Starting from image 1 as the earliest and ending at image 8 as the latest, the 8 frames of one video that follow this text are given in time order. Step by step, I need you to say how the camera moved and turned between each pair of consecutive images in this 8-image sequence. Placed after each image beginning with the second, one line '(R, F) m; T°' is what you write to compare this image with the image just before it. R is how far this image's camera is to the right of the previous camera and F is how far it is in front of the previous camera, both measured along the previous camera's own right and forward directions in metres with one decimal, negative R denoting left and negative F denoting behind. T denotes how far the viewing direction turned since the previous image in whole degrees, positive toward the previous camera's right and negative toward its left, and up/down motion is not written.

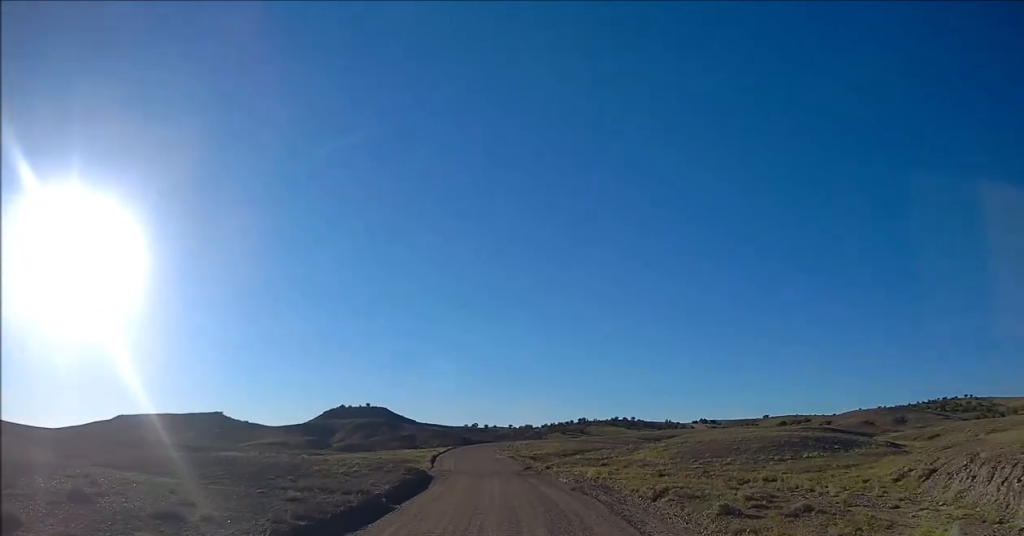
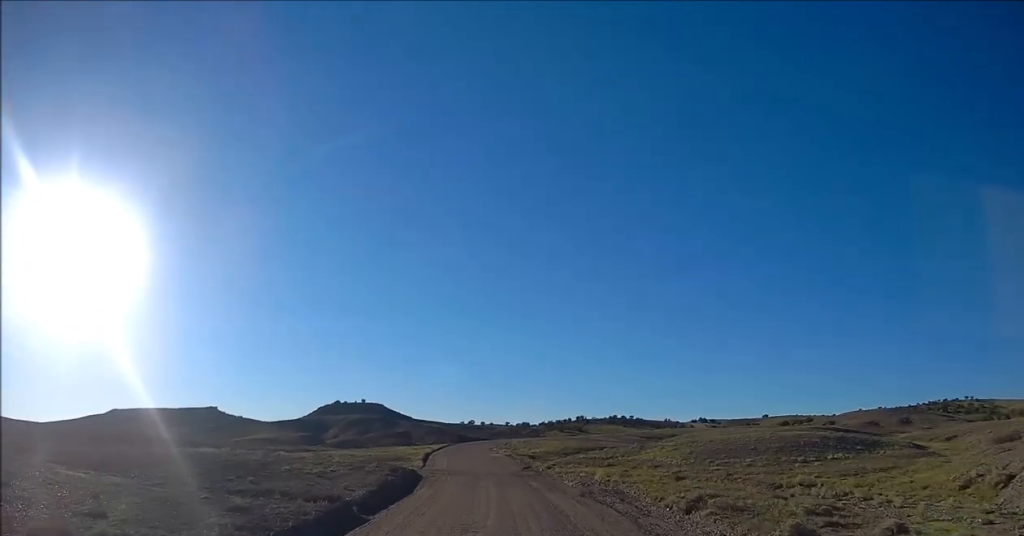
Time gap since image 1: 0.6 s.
(-0.1, +4.8) m; -1°
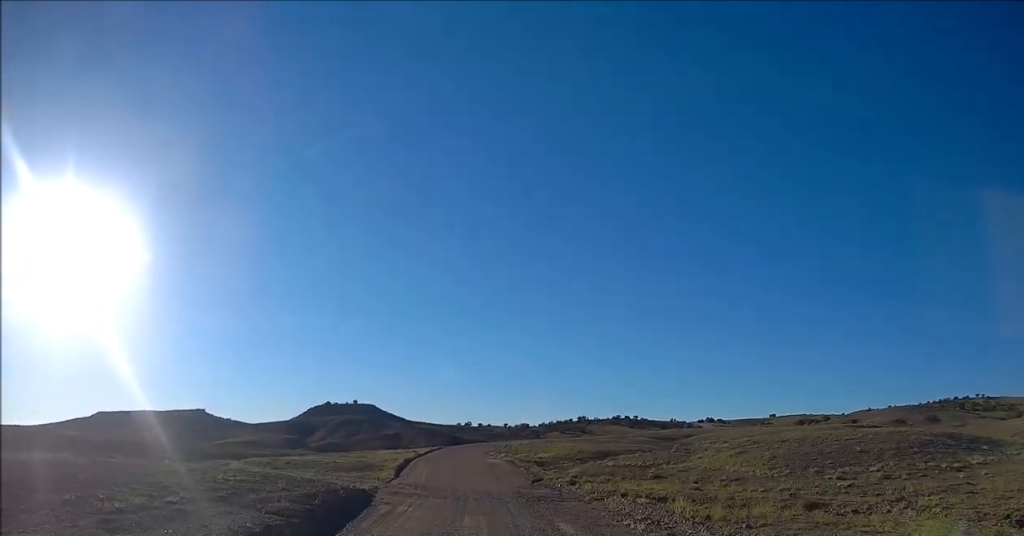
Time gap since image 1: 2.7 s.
(0.0, +17.9) m; +2°
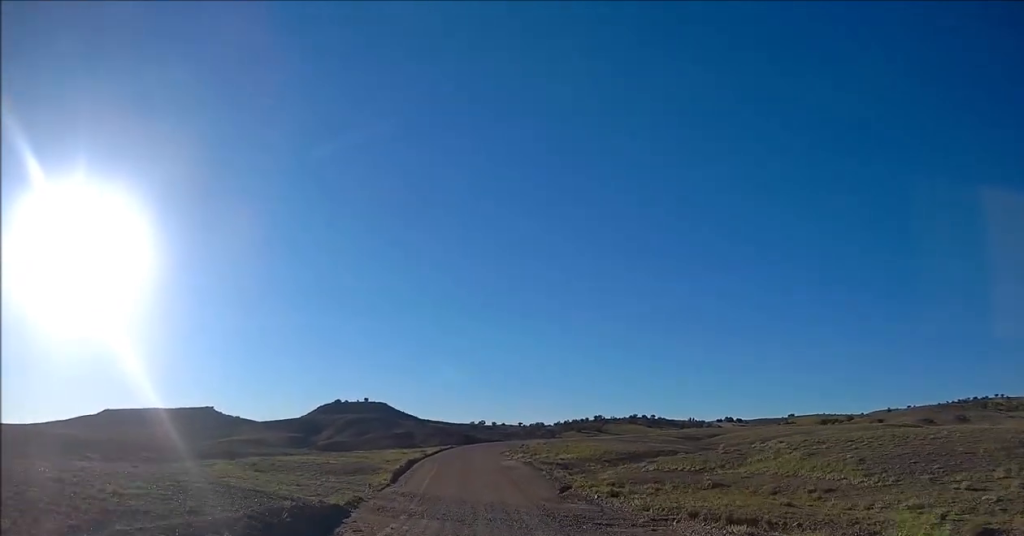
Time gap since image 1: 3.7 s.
(+0.2, +8.3) m; +2°
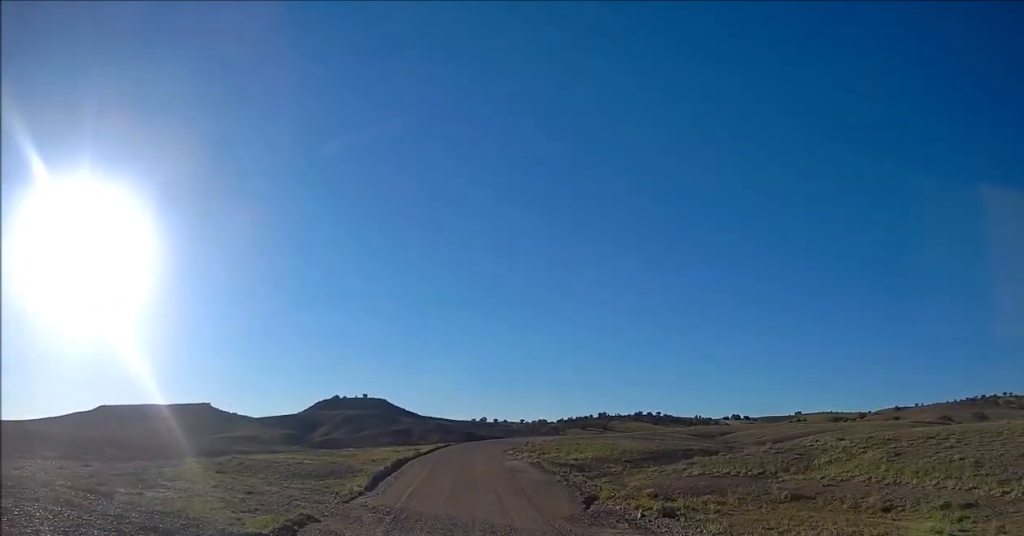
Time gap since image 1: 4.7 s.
(+0.1, +8.4) m; 0°
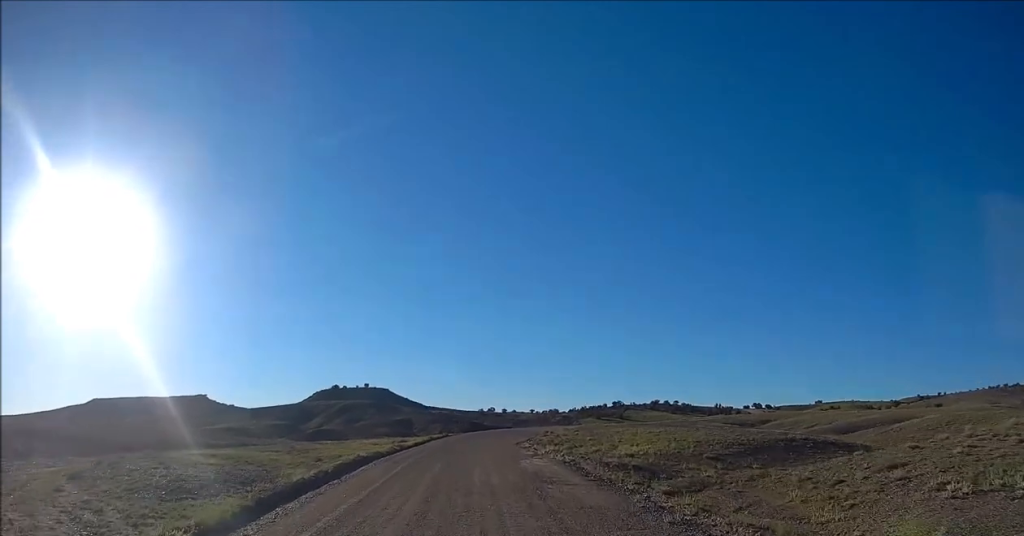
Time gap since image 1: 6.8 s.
(-0.6, +18.9) m; -4°
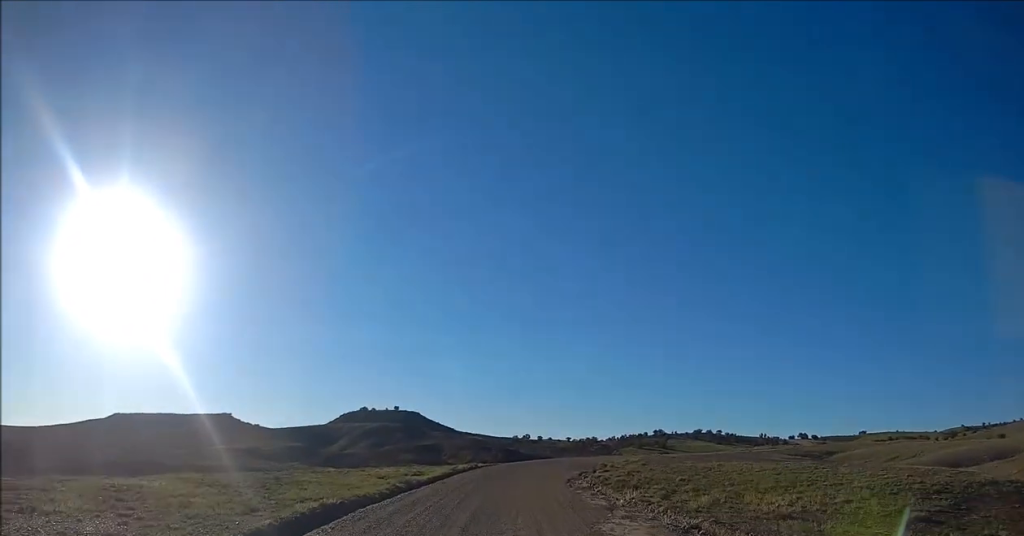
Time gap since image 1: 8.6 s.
(-0.4, +14.8) m; 0°
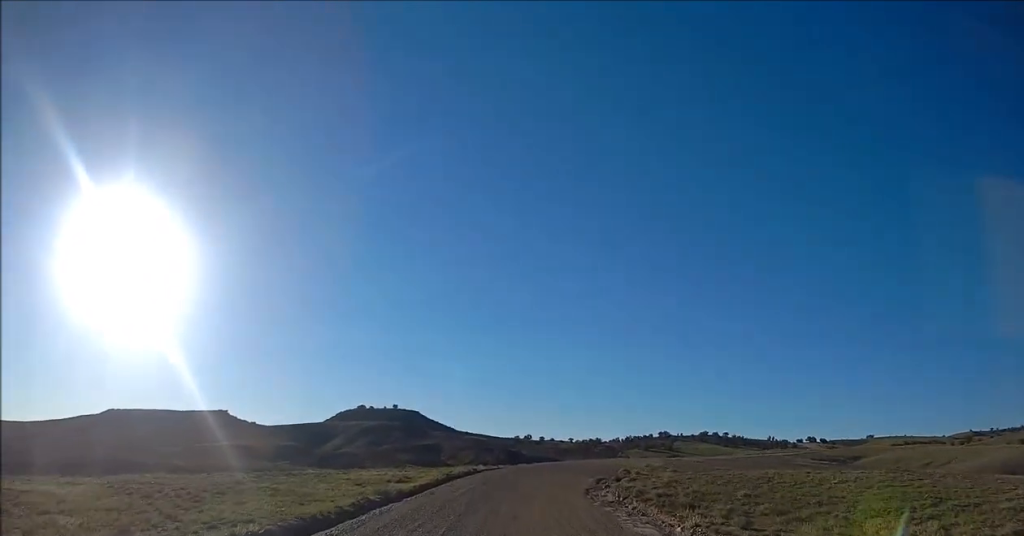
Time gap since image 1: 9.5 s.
(+0.3, +7.8) m; -1°
